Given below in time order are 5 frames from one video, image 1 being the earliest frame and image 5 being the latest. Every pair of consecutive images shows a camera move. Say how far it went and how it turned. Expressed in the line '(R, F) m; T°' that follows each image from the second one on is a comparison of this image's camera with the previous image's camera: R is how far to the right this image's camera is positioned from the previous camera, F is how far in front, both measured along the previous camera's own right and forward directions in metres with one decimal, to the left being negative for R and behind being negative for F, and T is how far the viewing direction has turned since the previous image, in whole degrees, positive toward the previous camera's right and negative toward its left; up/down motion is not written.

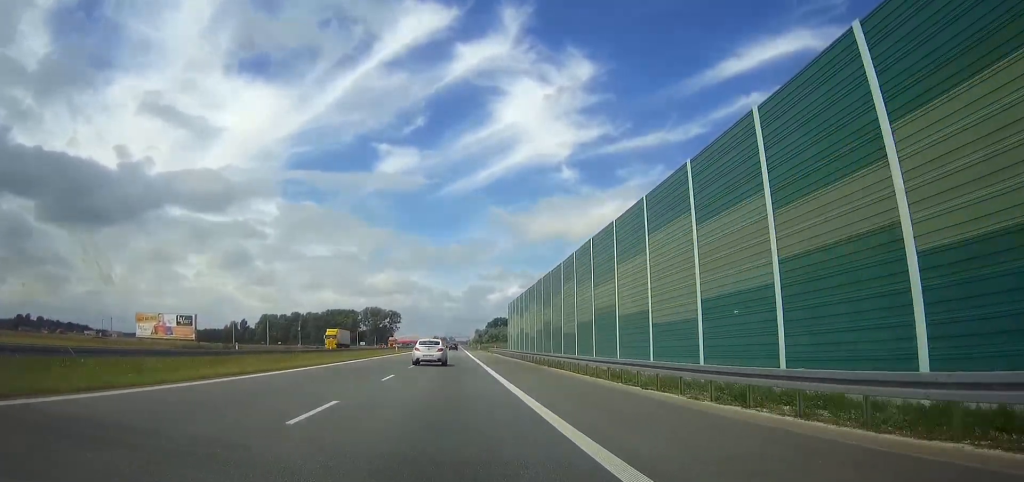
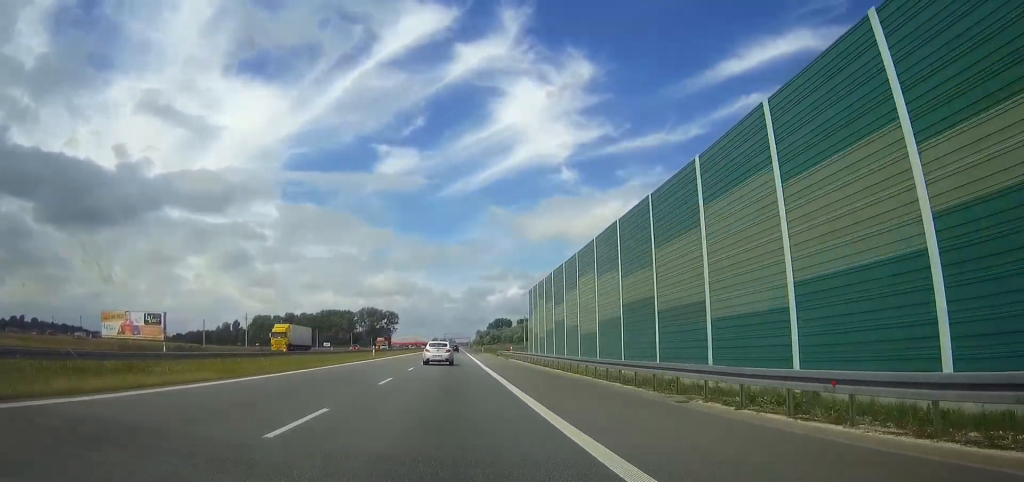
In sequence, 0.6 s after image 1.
(+0.3, +25.5) m; 0°
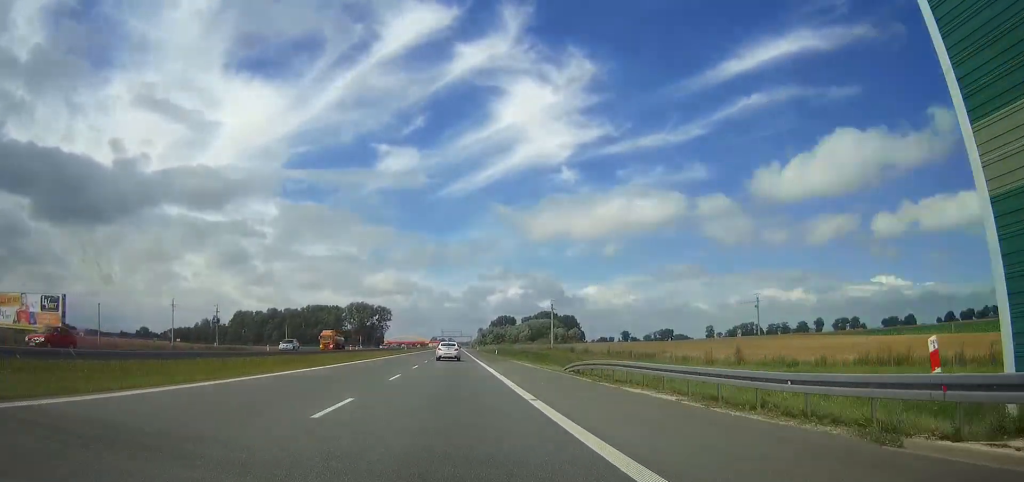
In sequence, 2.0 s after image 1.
(+0.2, +58.3) m; 0°
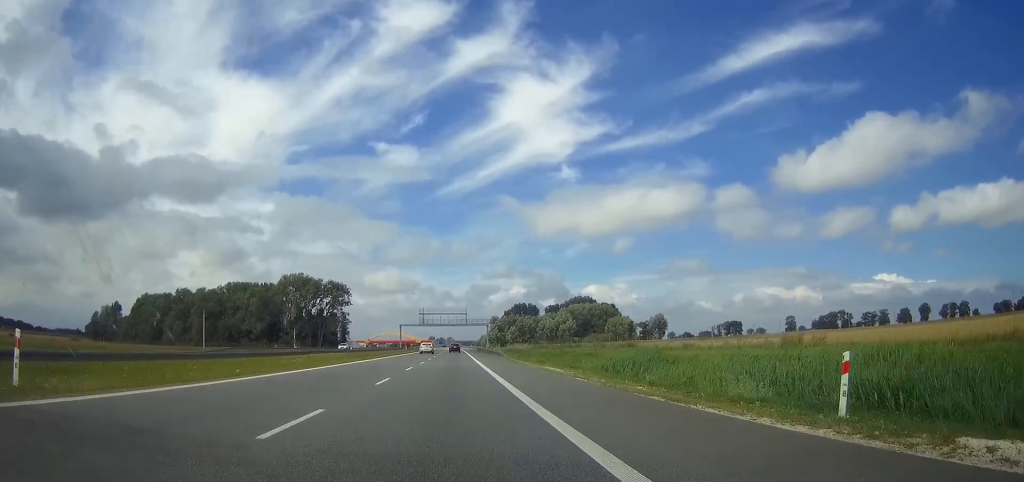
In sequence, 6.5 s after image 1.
(+0.5, +196.2) m; 0°
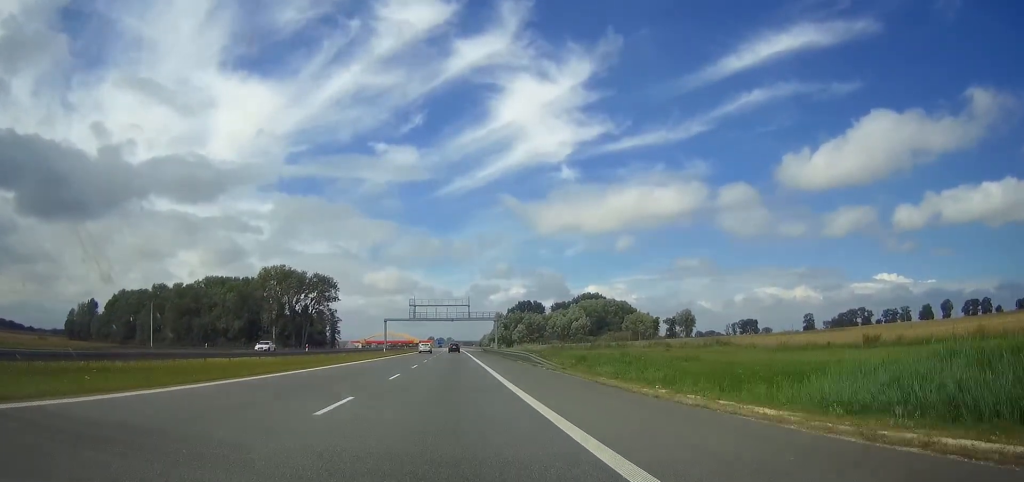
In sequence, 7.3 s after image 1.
(0.0, +33.2) m; 0°
